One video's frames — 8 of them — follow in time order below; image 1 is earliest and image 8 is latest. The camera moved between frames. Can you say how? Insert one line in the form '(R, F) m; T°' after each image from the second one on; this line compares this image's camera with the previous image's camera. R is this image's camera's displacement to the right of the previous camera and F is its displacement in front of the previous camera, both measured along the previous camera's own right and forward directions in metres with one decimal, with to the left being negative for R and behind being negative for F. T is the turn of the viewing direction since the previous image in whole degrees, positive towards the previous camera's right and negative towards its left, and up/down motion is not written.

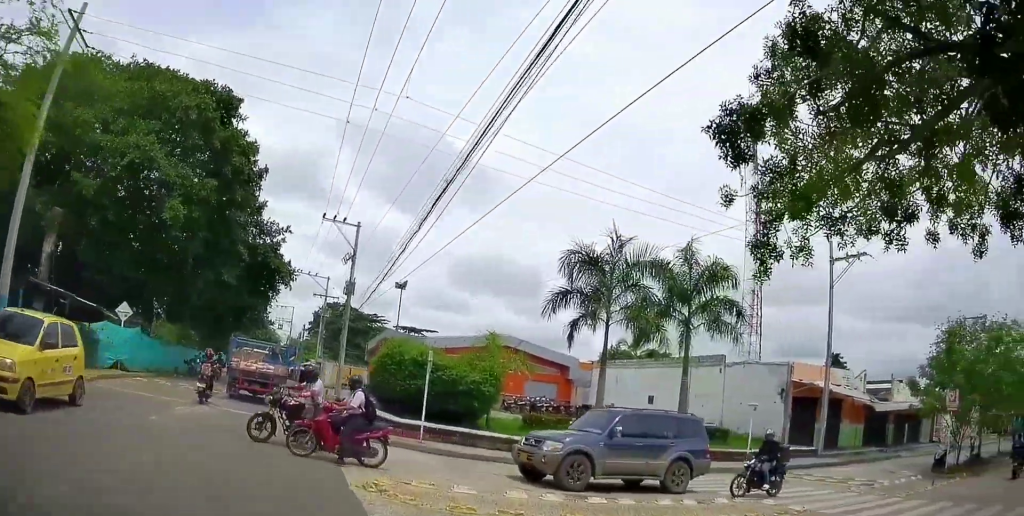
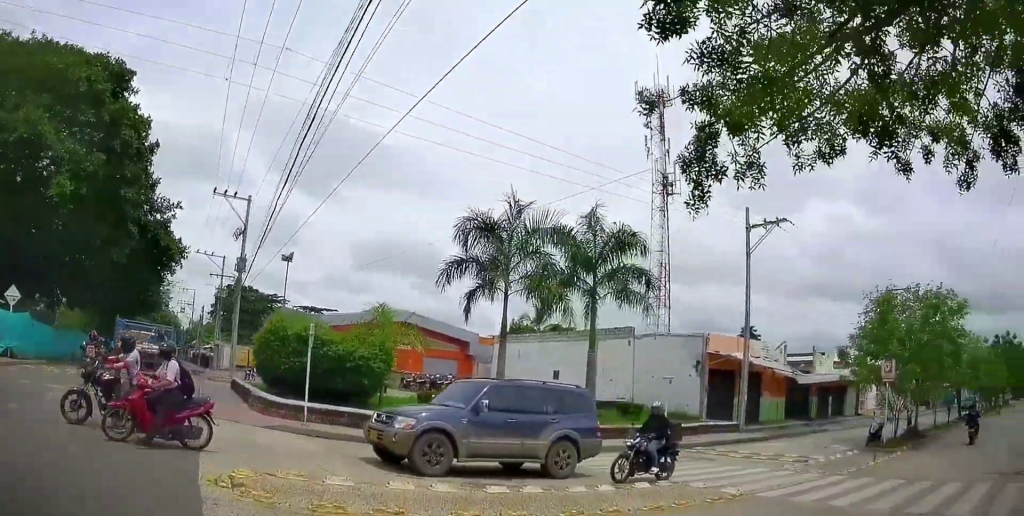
(0.0, +1.3) m; +2°
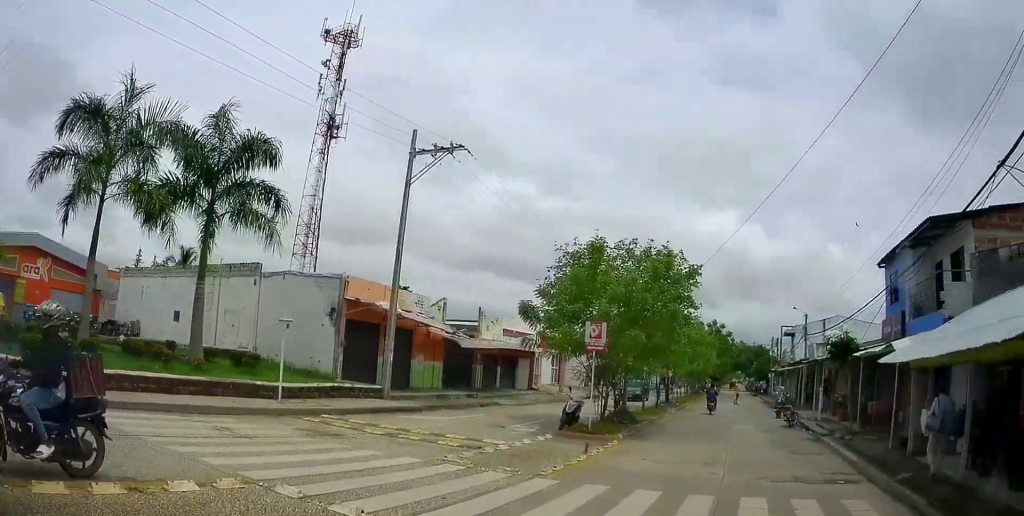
(+0.9, +4.8) m; +29°
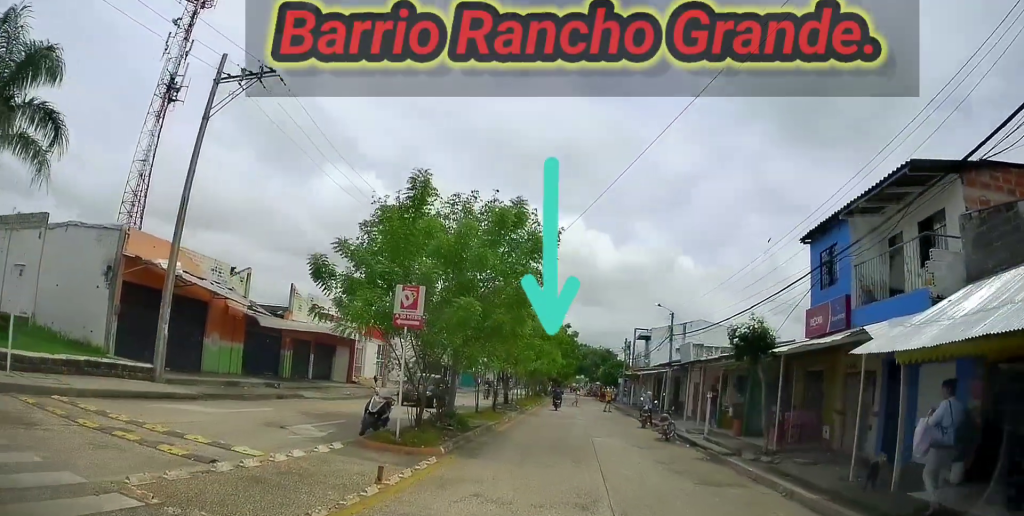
(+1.3, +4.4) m; +24°
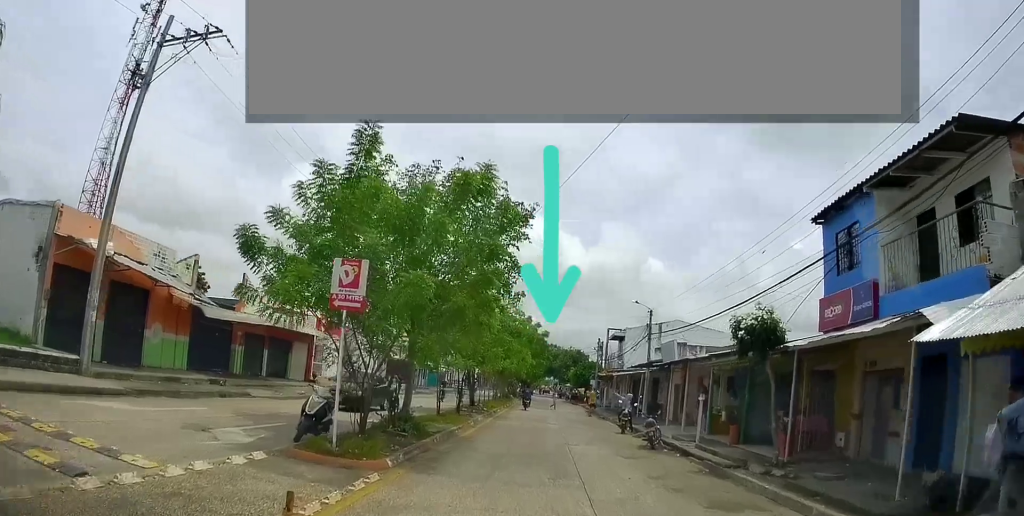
(+0.2, +2.2) m; +5°
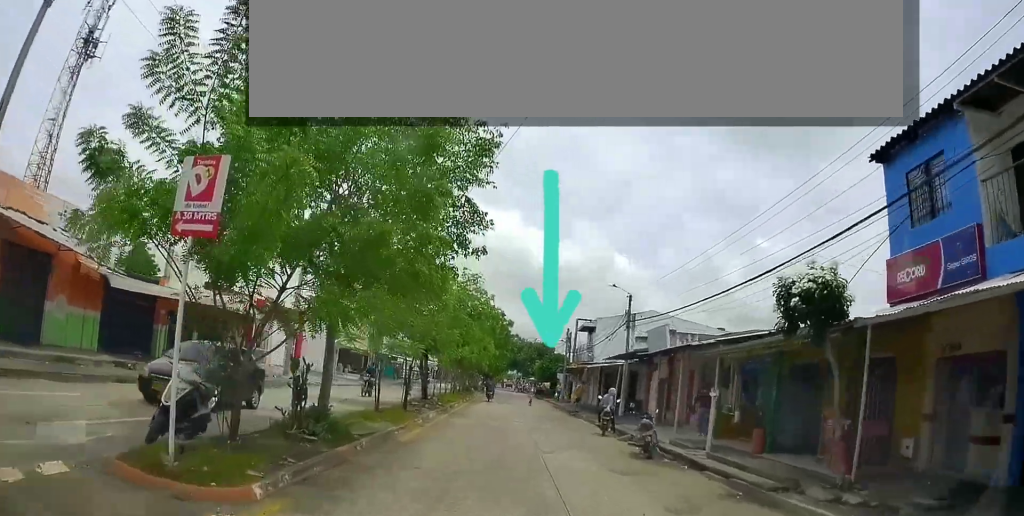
(0.0, +3.6) m; +4°
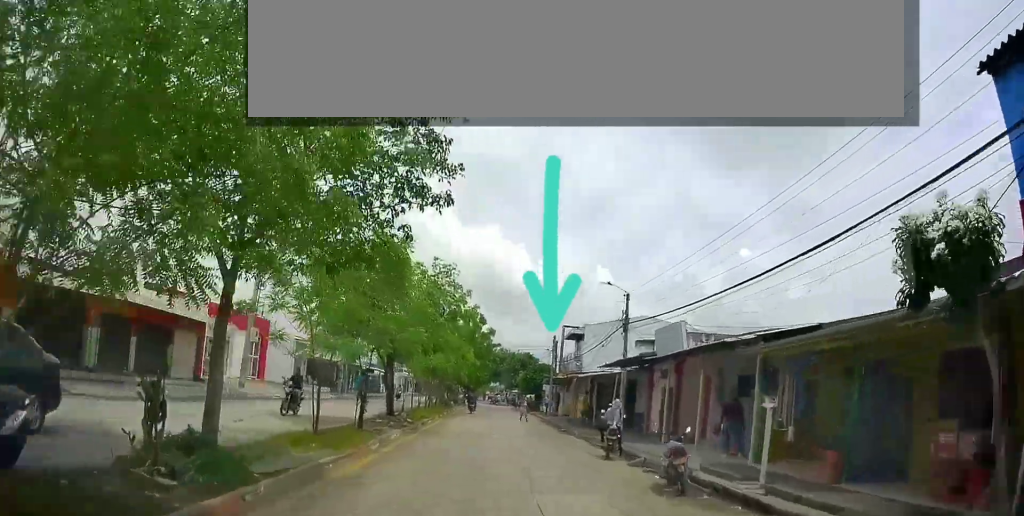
(+0.2, +3.3) m; +2°
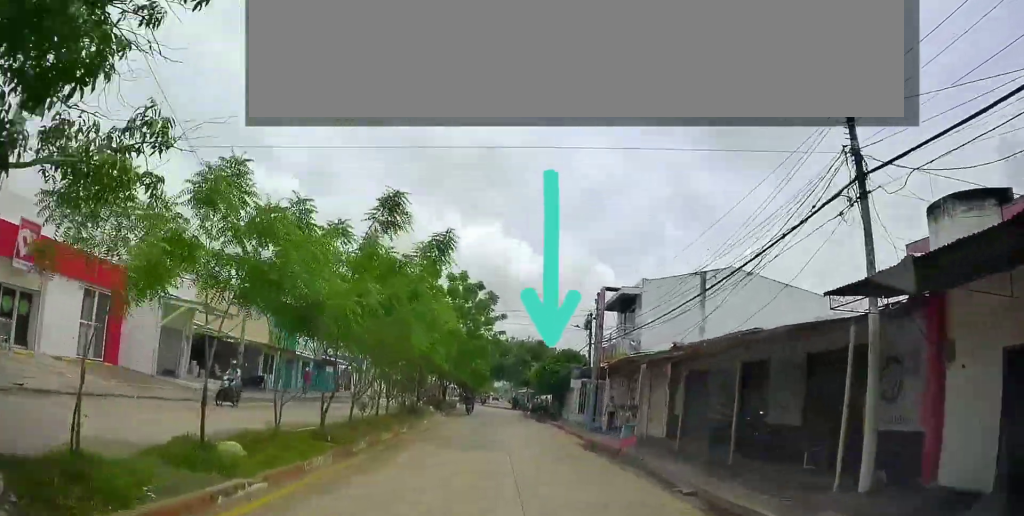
(+1.3, +17.4) m; +5°
